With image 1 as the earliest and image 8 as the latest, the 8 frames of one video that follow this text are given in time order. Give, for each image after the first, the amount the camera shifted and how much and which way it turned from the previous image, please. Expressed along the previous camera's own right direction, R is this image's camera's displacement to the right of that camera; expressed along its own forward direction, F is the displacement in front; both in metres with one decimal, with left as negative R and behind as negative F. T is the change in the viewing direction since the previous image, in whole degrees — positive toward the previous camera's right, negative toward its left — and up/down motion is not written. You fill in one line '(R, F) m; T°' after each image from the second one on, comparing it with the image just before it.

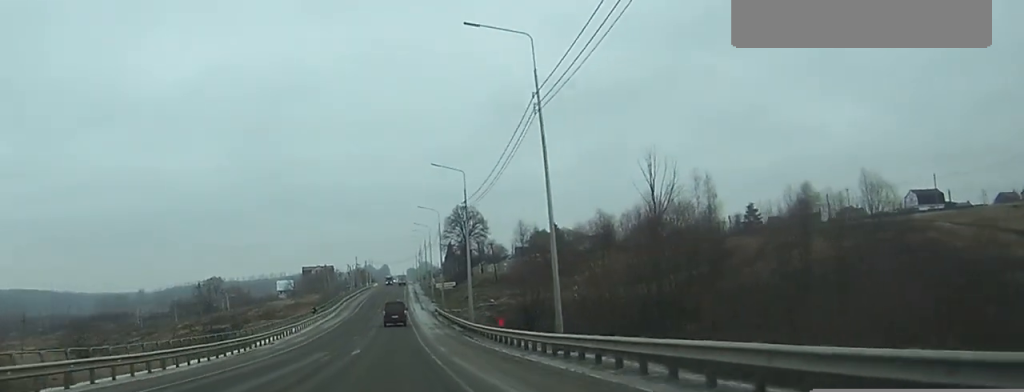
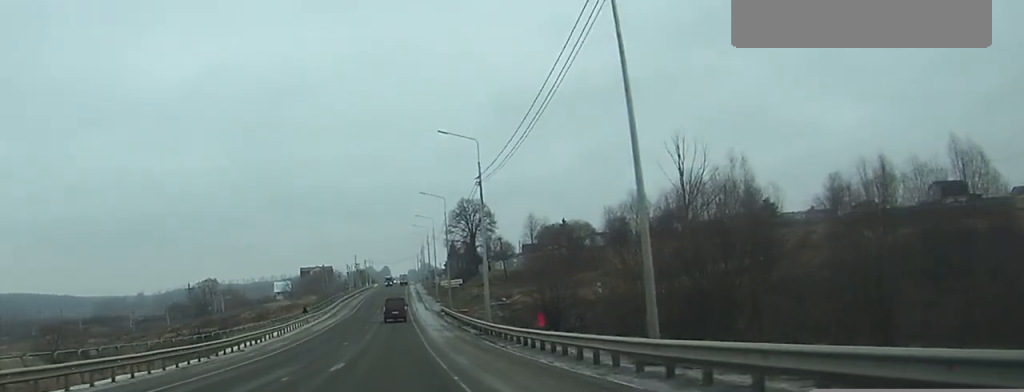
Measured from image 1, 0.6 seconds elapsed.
(0.0, +11.8) m; 0°
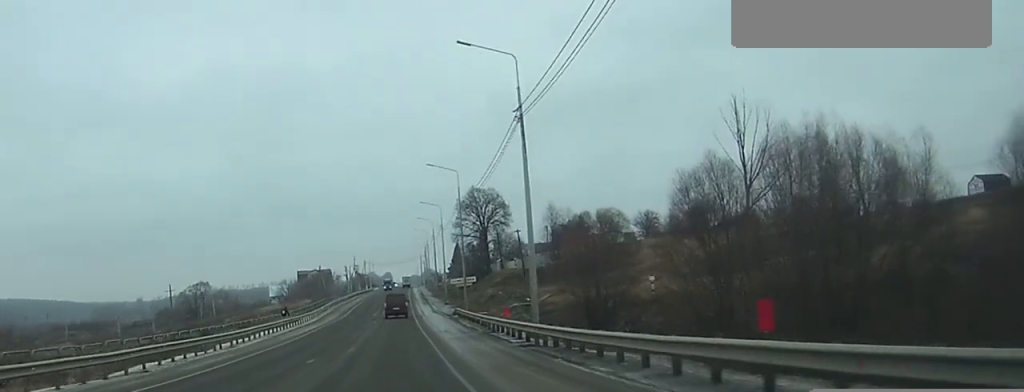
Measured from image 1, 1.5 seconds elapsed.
(0.0, +18.3) m; 0°
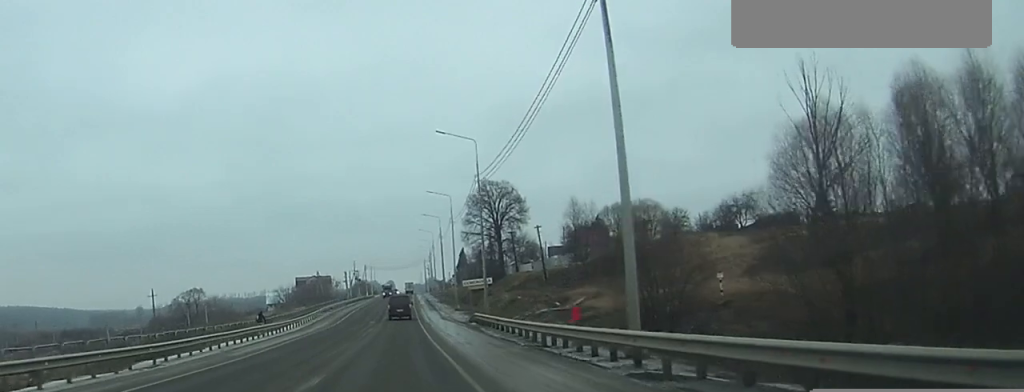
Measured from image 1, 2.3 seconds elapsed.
(0.0, +15.0) m; 0°
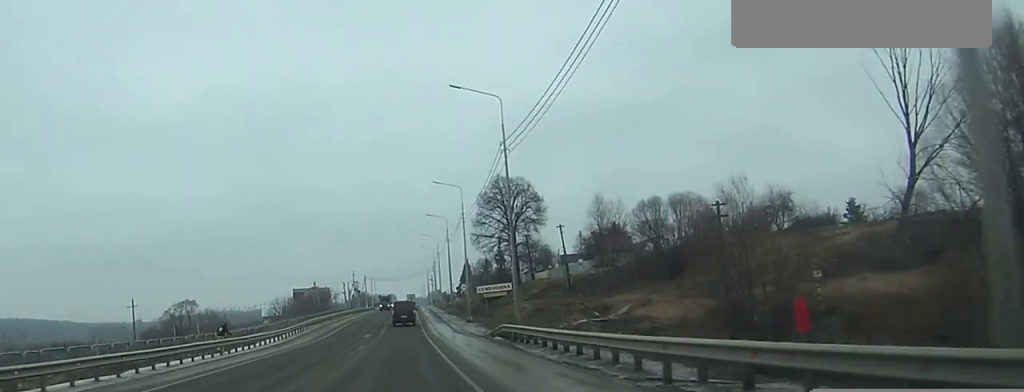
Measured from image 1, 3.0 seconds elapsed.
(-0.1, +13.6) m; 0°
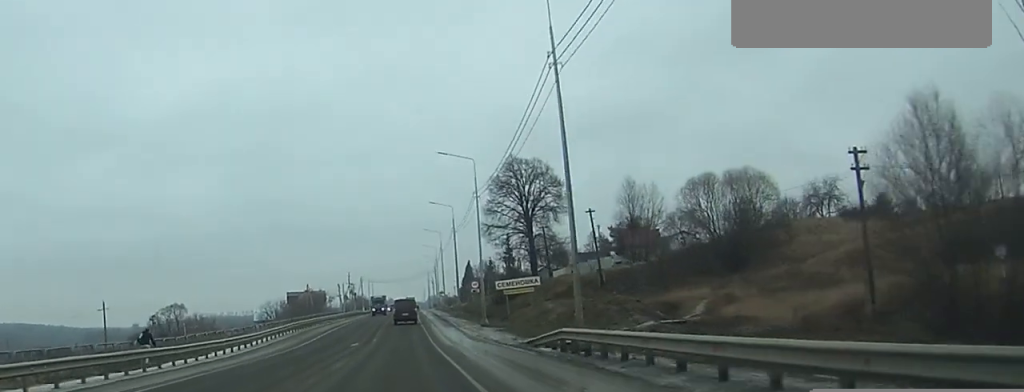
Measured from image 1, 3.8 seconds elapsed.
(+0.1, +14.8) m; 0°
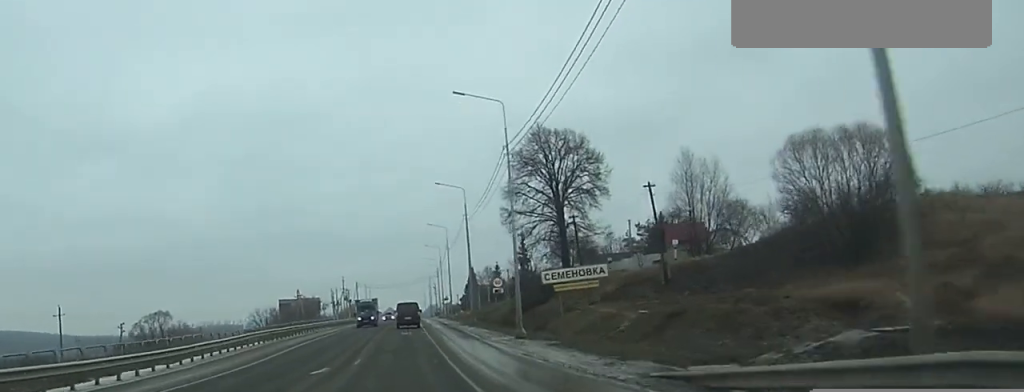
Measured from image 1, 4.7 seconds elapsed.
(0.0, +18.6) m; 0°
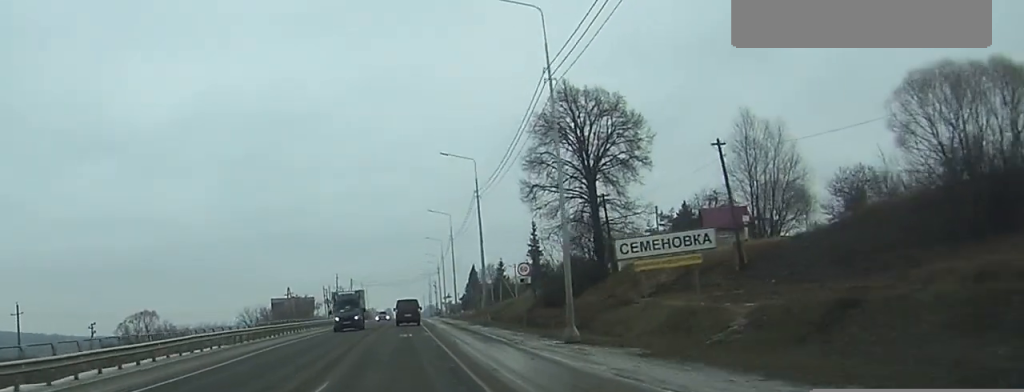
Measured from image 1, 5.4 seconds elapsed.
(0.0, +13.4) m; 0°
